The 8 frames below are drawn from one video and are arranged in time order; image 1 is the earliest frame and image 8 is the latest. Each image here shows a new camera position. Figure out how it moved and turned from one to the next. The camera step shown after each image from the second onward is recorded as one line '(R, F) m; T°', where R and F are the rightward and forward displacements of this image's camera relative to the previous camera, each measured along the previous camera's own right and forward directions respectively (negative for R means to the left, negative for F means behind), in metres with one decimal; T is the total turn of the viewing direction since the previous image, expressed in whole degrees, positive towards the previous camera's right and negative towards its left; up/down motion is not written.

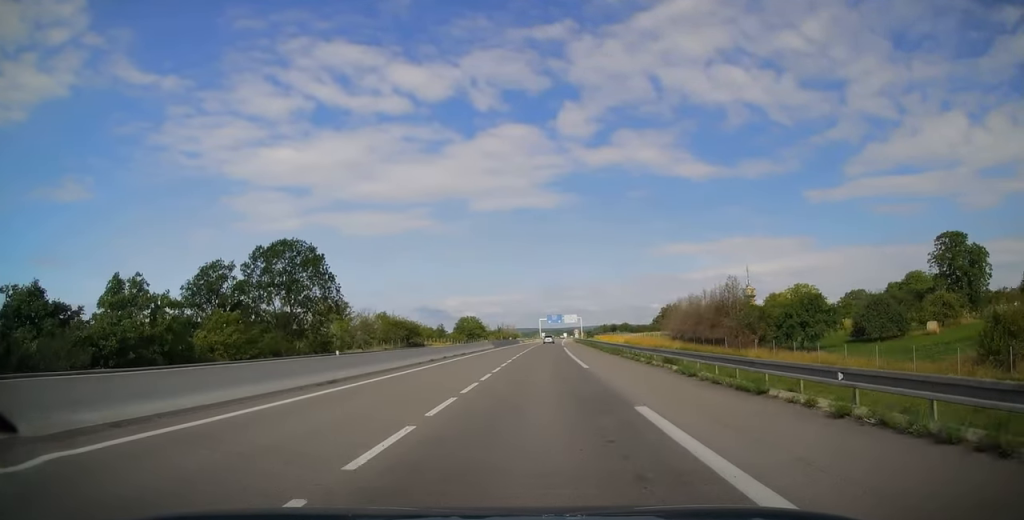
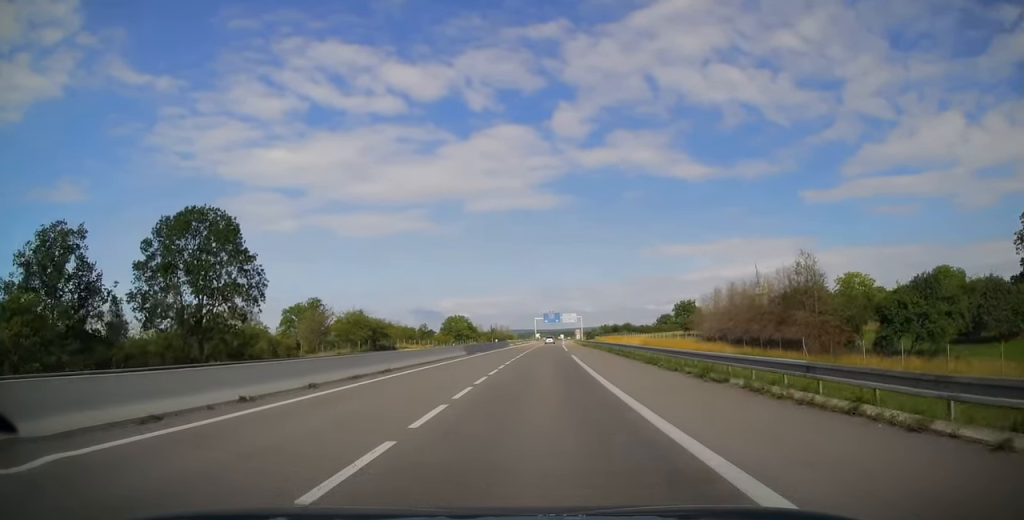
(+0.3, +22.5) m; +1°
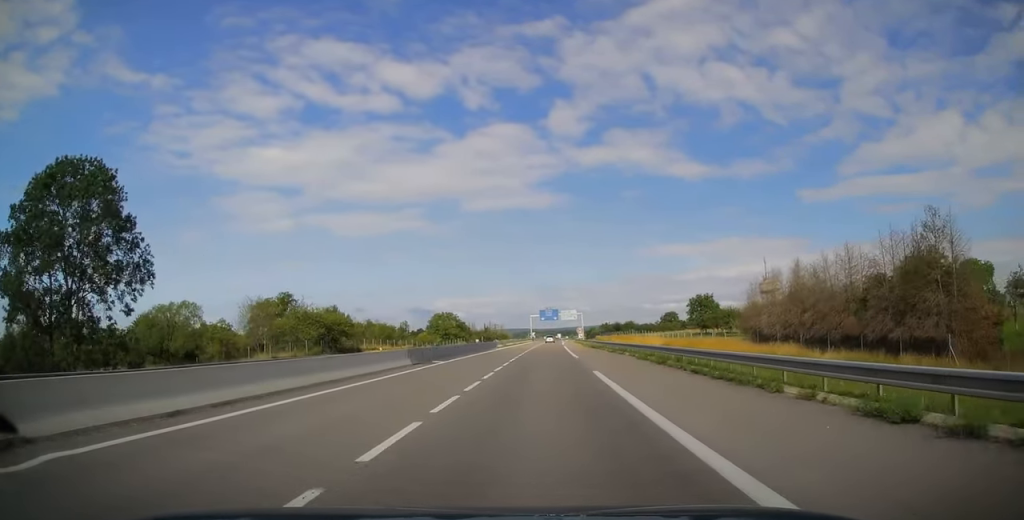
(0.0, +19.5) m; 0°
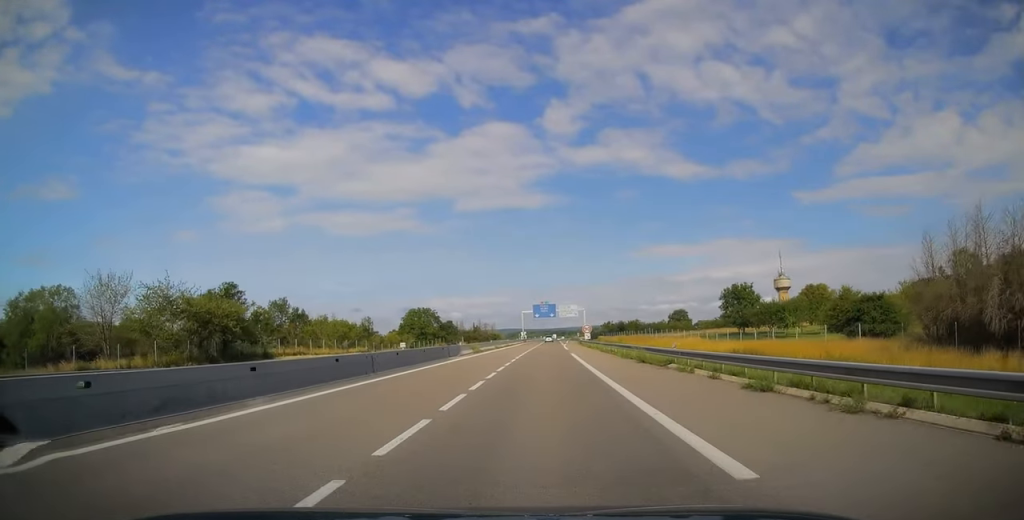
(0.0, +29.2) m; 0°
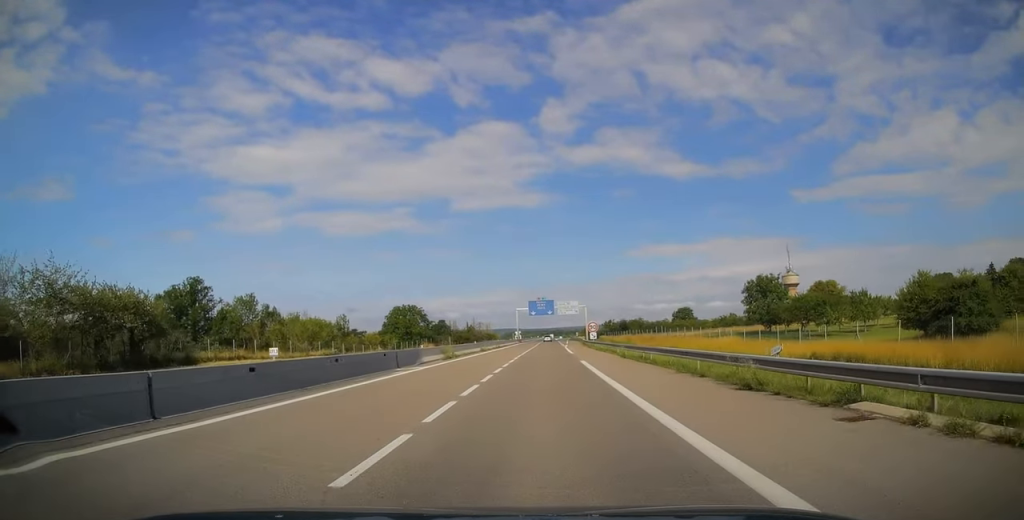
(0.0, +14.1) m; 0°
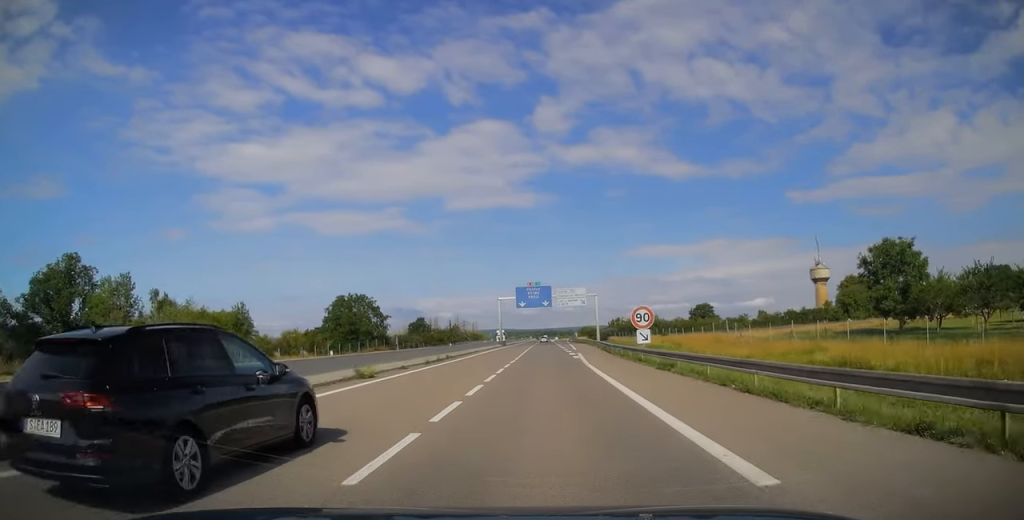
(+0.3, +38.0) m; +1°
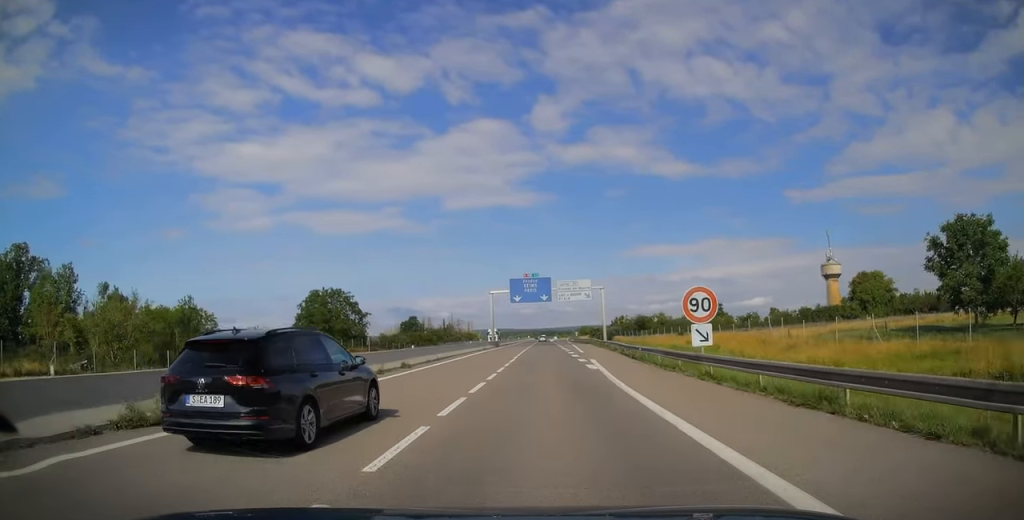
(+0.2, +12.2) m; 0°
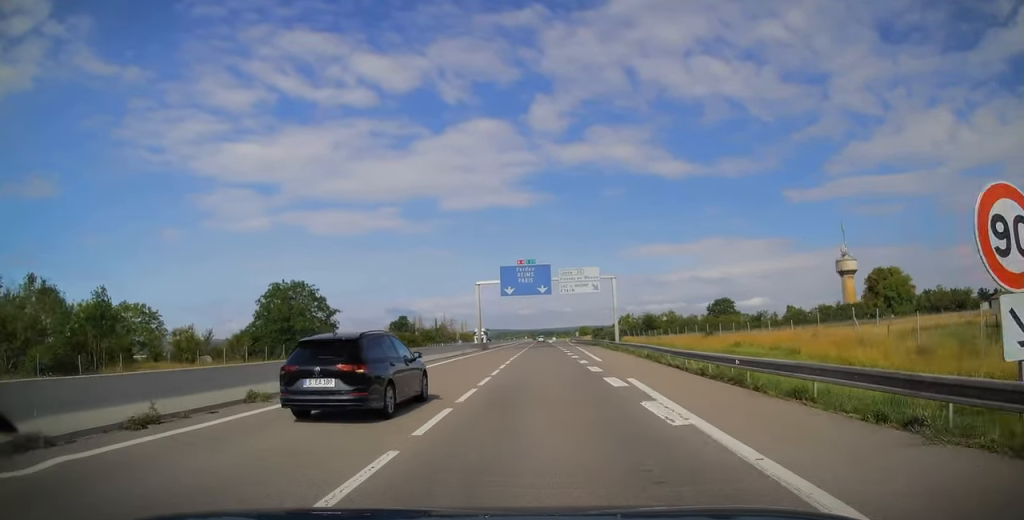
(0.0, +14.6) m; 0°
